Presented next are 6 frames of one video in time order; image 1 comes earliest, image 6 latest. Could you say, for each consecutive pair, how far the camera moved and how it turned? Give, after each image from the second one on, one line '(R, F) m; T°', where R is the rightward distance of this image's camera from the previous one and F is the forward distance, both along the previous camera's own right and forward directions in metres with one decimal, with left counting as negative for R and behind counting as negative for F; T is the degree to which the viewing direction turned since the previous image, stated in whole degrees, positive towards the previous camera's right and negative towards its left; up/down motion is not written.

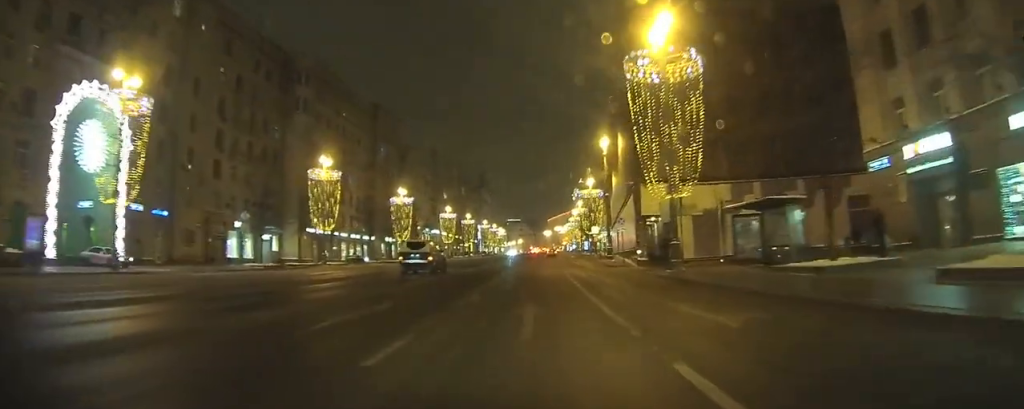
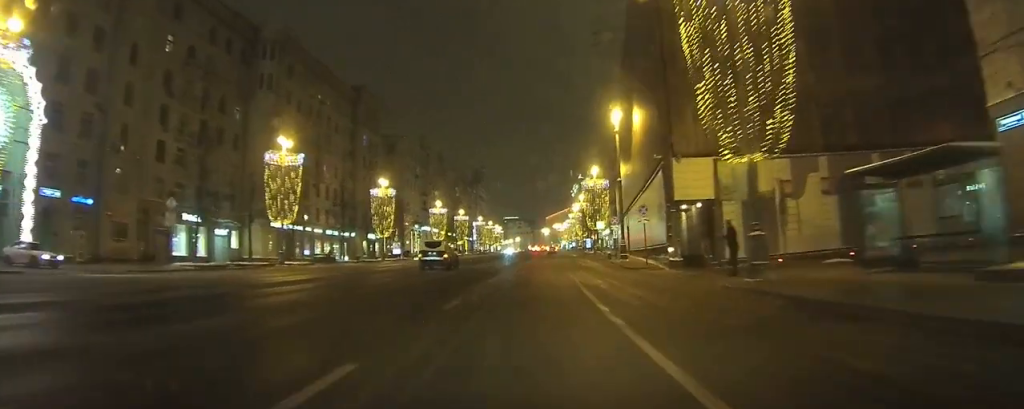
(0.0, +10.4) m; +1°
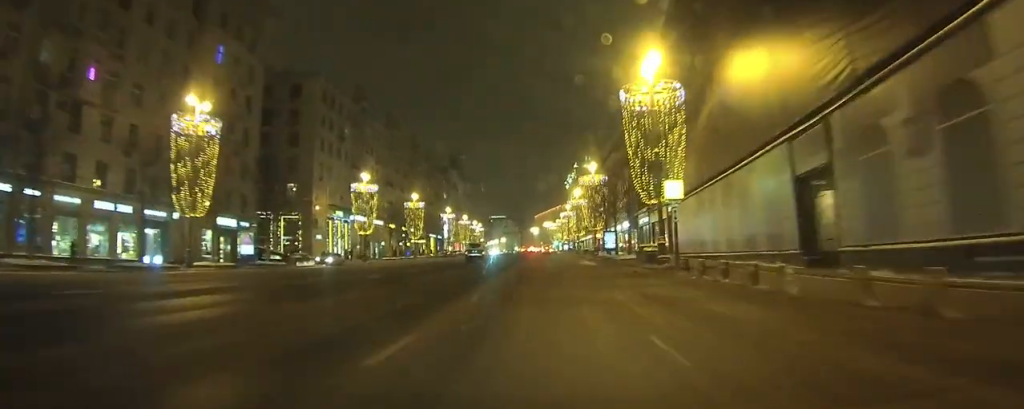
(+1.3, +51.3) m; +3°
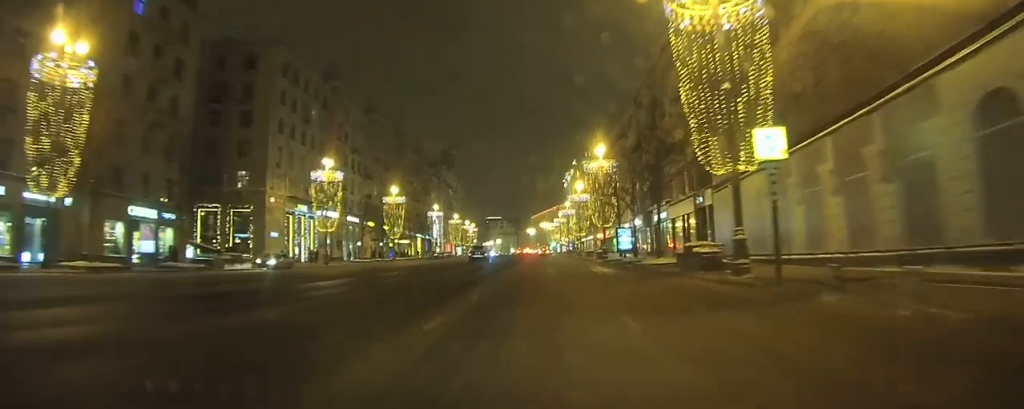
(+0.1, +12.8) m; 0°
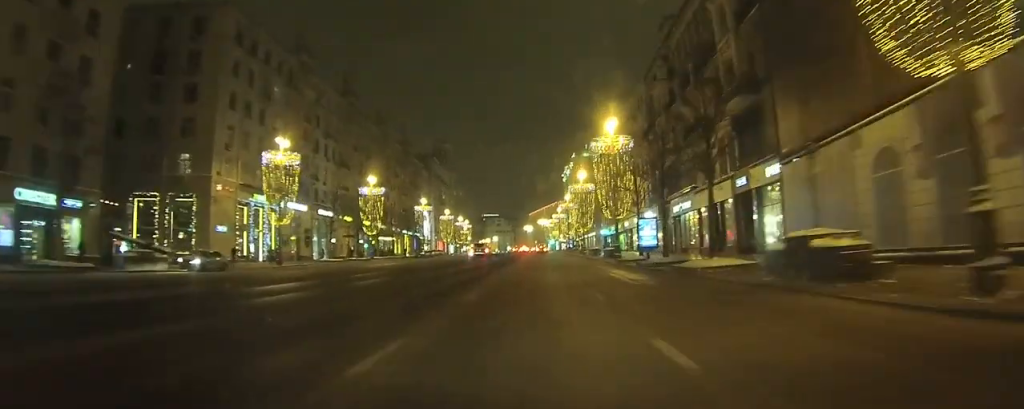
(0.0, +10.0) m; 0°
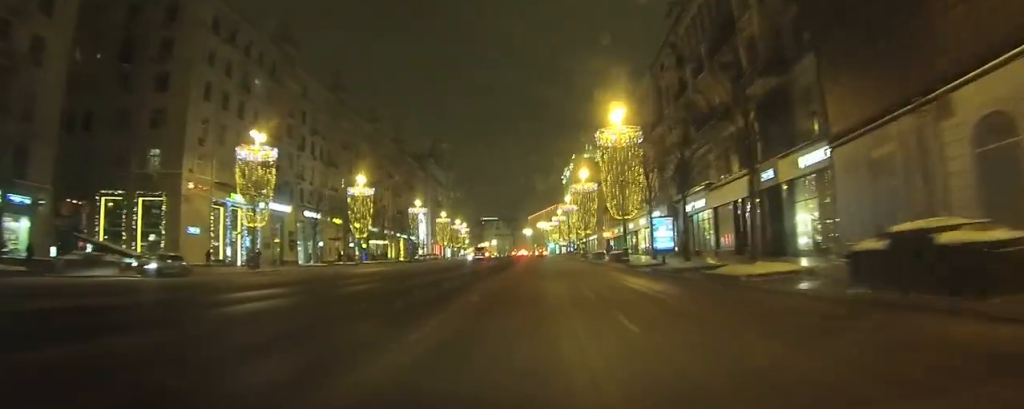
(0.0, +4.4) m; 0°
